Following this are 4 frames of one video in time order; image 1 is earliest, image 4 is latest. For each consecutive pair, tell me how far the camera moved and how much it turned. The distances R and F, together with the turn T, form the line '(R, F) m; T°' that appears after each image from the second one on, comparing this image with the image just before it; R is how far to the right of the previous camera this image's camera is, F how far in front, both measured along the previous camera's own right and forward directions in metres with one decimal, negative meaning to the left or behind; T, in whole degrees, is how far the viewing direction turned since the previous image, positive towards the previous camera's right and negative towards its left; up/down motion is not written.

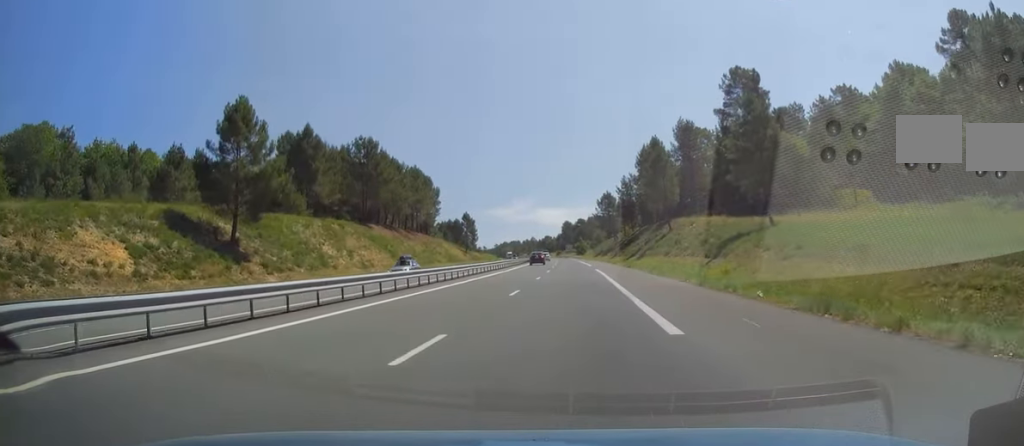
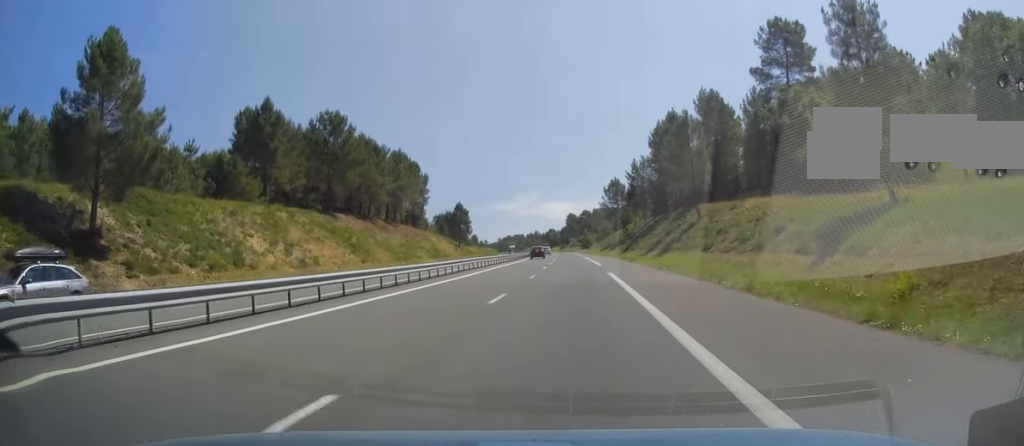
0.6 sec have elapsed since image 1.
(+0.3, +17.9) m; -1°
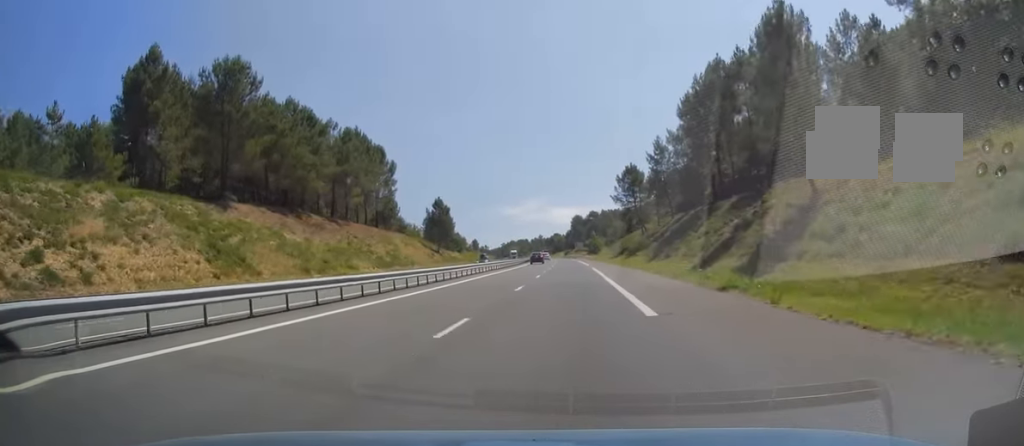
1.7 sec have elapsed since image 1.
(-0.8, +32.0) m; -1°
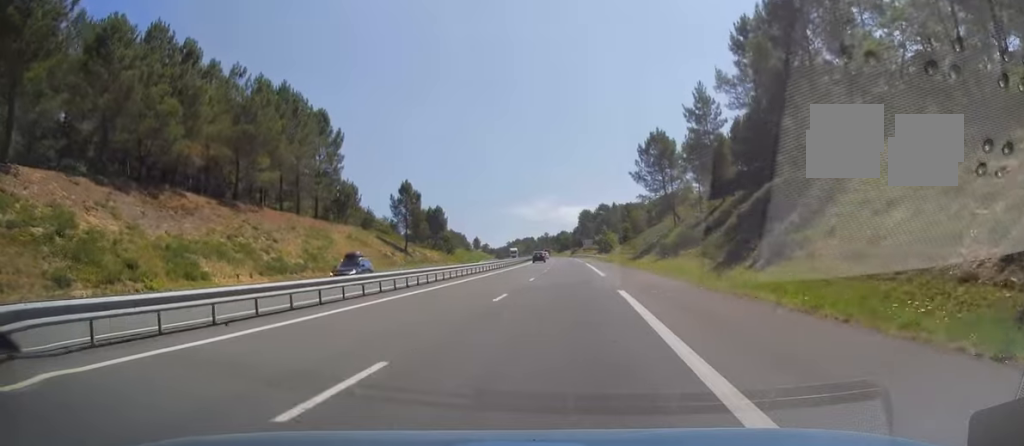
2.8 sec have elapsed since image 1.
(+0.4, +31.5) m; 0°
